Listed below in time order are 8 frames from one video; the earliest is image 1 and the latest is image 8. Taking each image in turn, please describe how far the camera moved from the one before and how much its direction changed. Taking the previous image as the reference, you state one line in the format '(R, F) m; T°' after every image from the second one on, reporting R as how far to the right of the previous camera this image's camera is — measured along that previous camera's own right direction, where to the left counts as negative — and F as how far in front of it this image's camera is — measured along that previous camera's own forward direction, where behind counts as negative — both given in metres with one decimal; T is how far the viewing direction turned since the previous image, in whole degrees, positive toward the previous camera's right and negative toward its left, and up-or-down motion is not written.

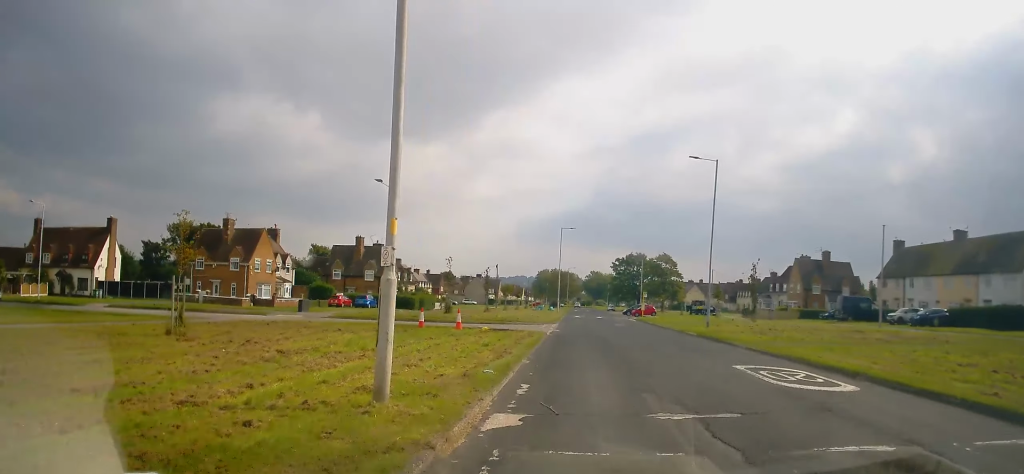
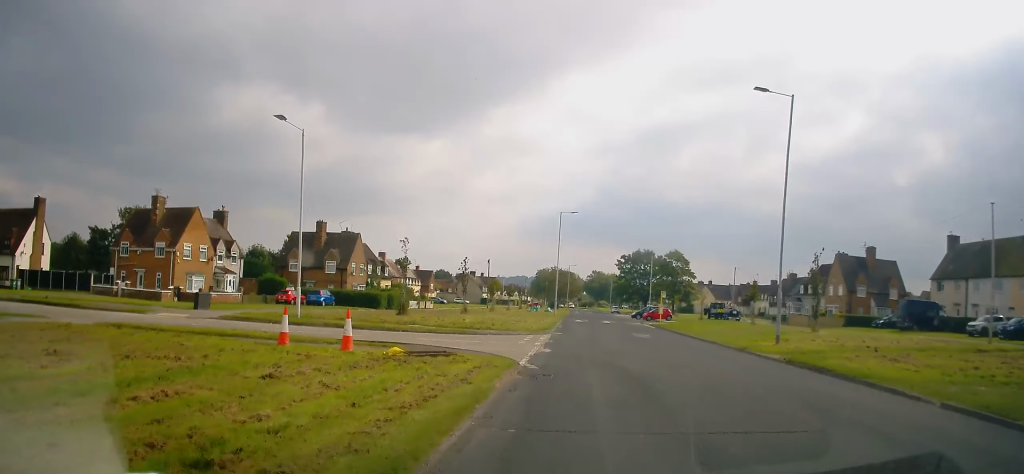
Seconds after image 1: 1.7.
(+0.1, +12.5) m; +4°
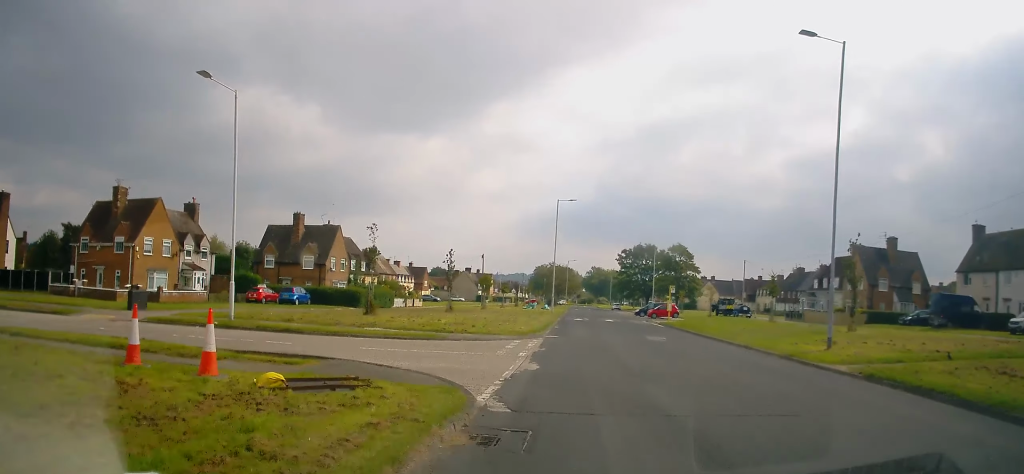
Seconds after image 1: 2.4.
(0.0, +5.3) m; 0°
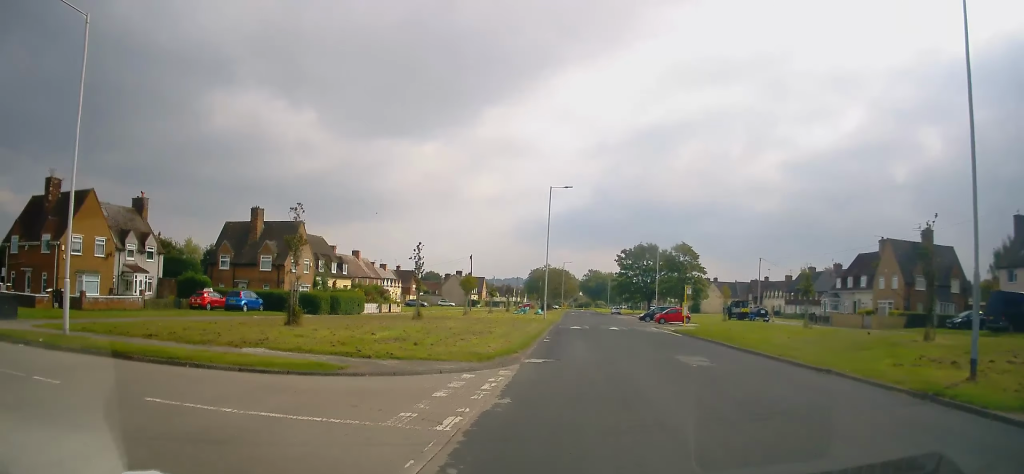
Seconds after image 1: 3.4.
(0.0, +7.9) m; 0°
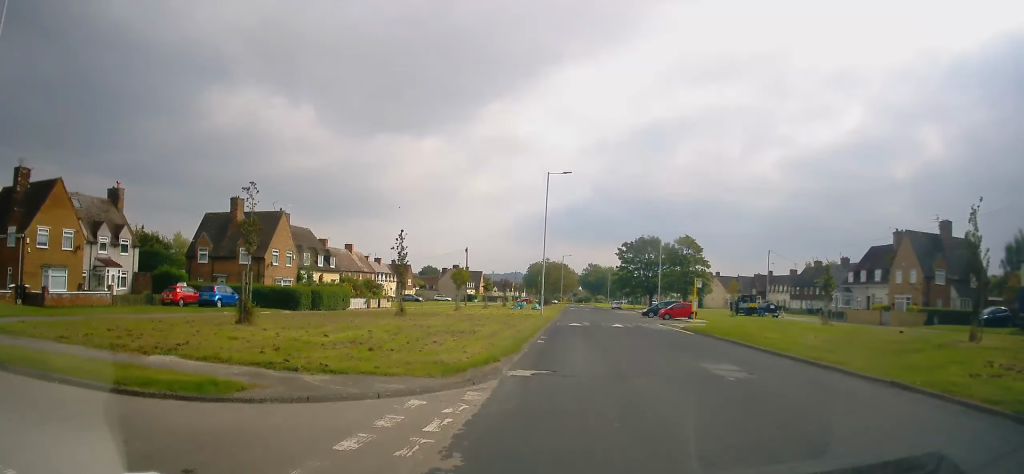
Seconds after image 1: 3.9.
(0.0, +3.4) m; 0°
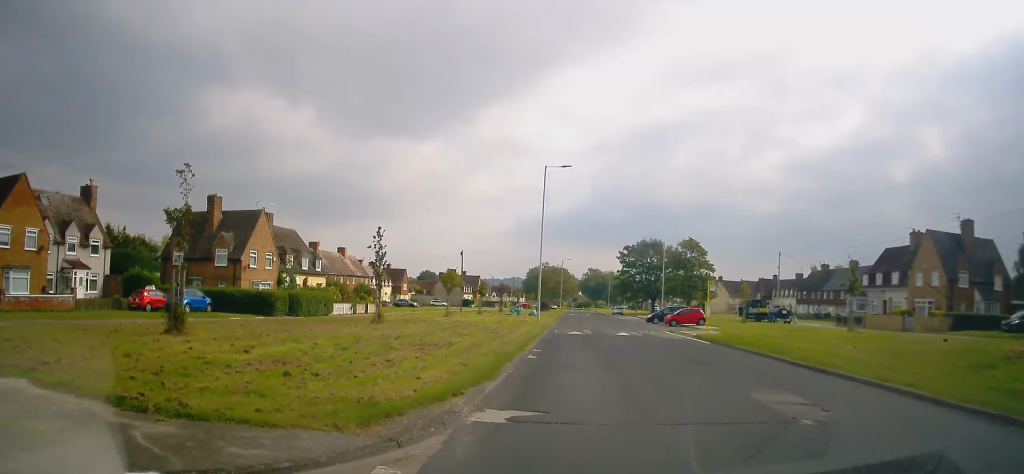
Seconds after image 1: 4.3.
(0.0, +3.6) m; 0°
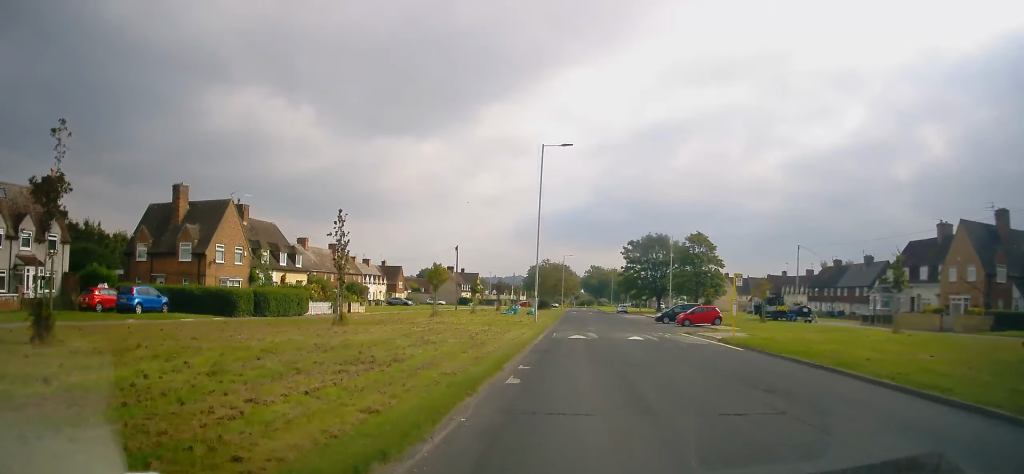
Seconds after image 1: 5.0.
(0.0, +4.9) m; -1°
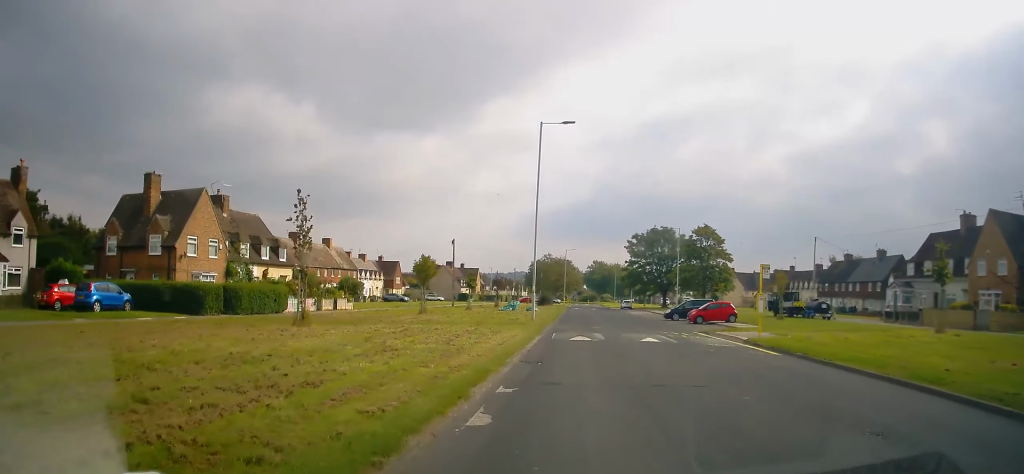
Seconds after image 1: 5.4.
(+0.1, +3.6) m; -2°
